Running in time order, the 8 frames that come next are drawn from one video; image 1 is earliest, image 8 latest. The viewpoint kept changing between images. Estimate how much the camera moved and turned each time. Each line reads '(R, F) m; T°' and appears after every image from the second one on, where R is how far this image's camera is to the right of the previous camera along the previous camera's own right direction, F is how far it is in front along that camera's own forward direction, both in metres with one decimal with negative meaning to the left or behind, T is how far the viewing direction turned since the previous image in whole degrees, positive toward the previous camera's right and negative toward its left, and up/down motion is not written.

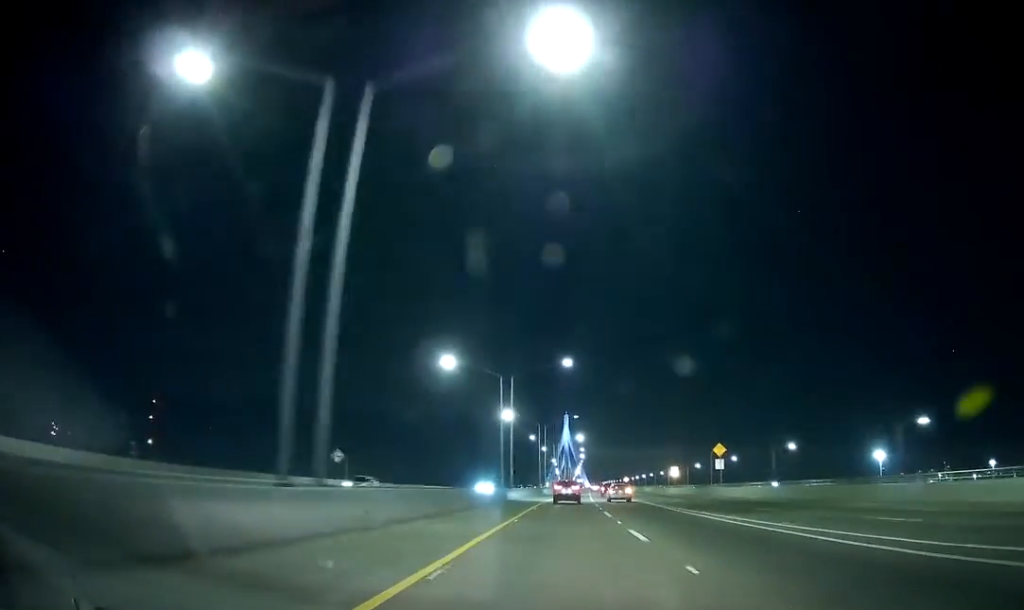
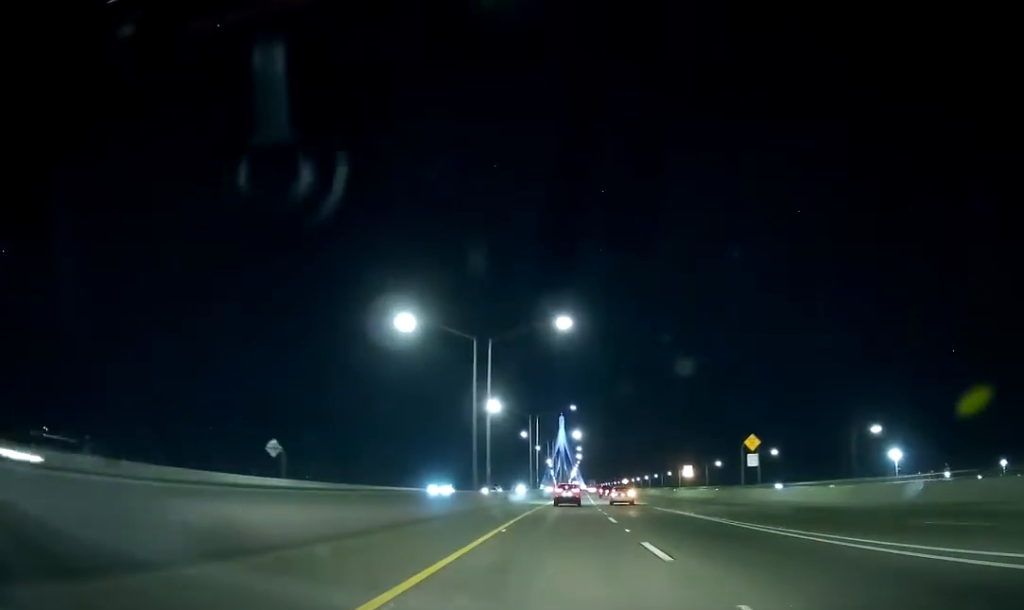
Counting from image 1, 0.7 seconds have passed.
(+0.1, +17.7) m; 0°
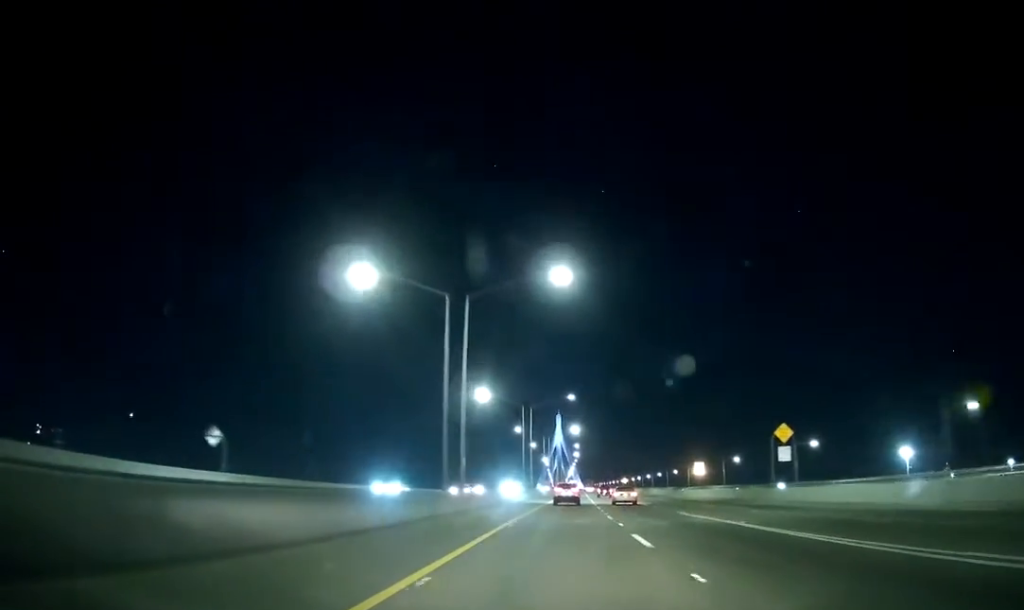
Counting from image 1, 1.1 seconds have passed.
(0.0, +12.3) m; 0°
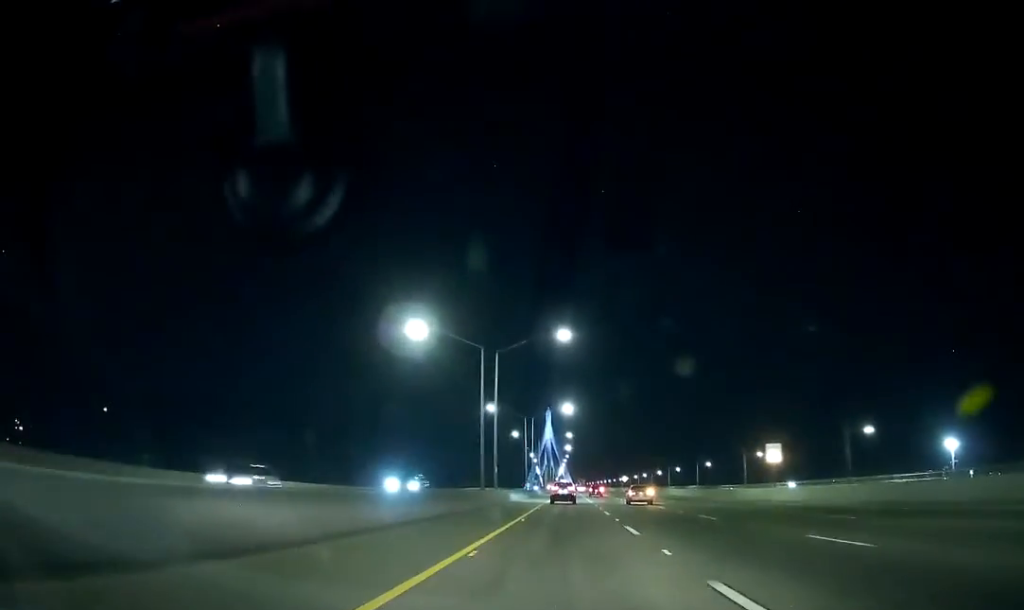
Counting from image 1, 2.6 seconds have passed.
(+0.1, +39.1) m; 0°
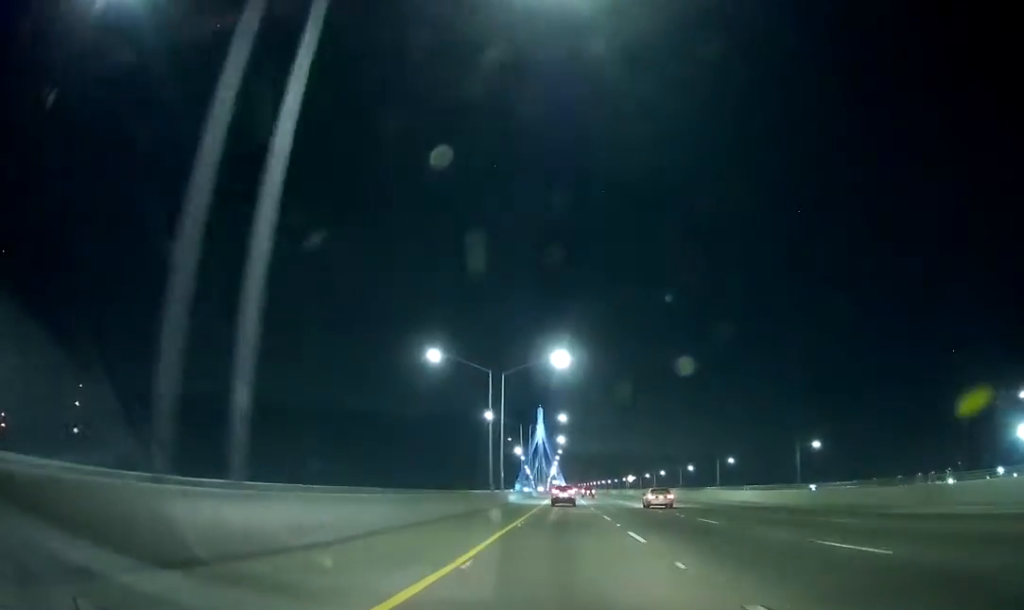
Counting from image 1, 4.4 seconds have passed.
(+0.9, +45.6) m; +2°
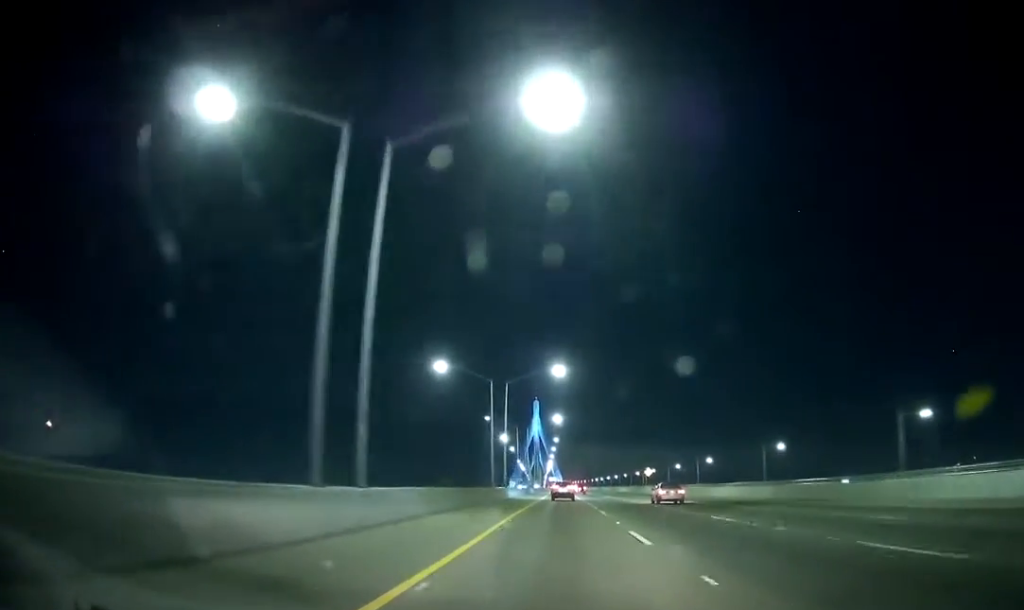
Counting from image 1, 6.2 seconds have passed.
(-0.3, +45.9) m; 0°
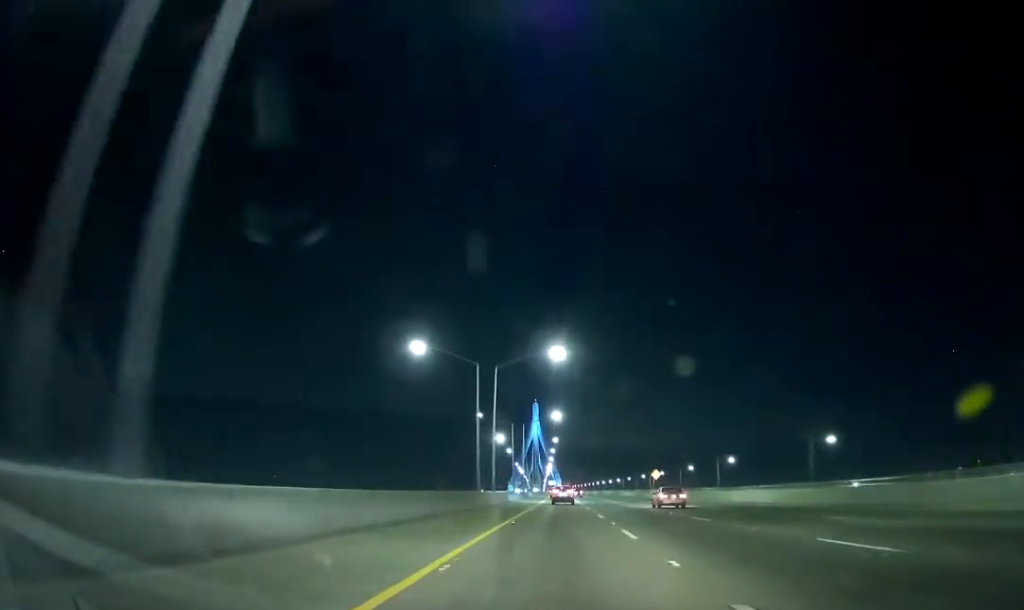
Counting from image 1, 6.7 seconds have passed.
(+0.1, +12.6) m; 0°
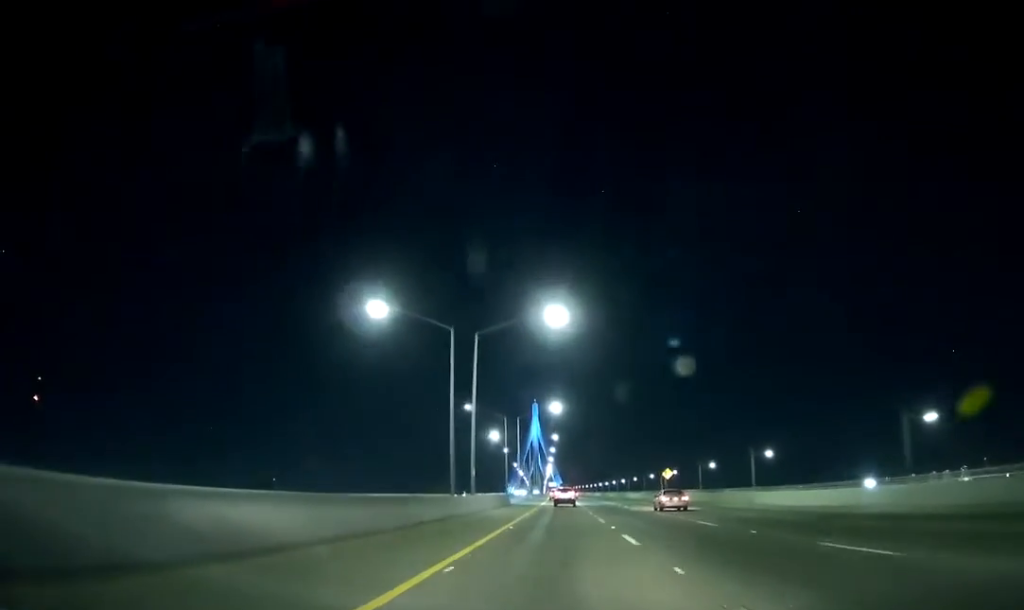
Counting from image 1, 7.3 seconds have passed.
(+0.1, +14.3) m; 0°
